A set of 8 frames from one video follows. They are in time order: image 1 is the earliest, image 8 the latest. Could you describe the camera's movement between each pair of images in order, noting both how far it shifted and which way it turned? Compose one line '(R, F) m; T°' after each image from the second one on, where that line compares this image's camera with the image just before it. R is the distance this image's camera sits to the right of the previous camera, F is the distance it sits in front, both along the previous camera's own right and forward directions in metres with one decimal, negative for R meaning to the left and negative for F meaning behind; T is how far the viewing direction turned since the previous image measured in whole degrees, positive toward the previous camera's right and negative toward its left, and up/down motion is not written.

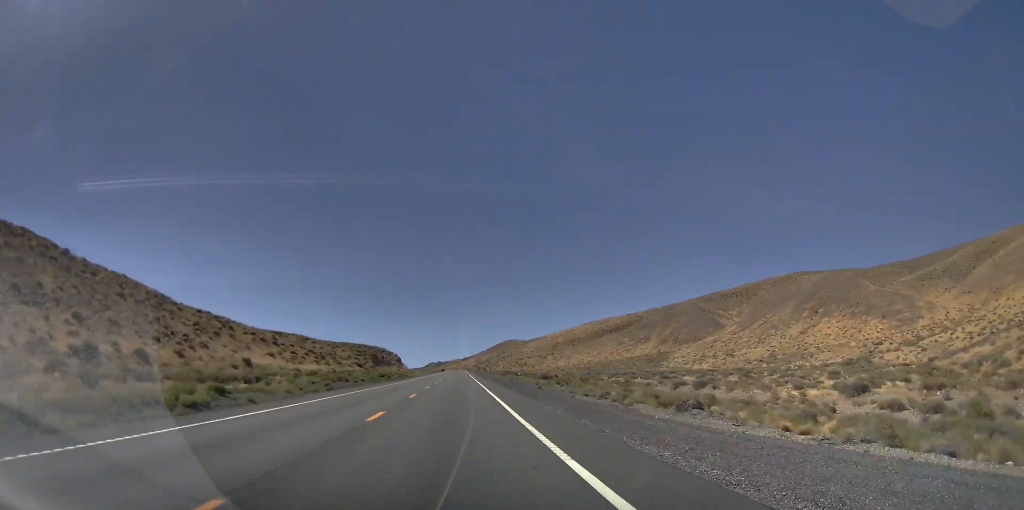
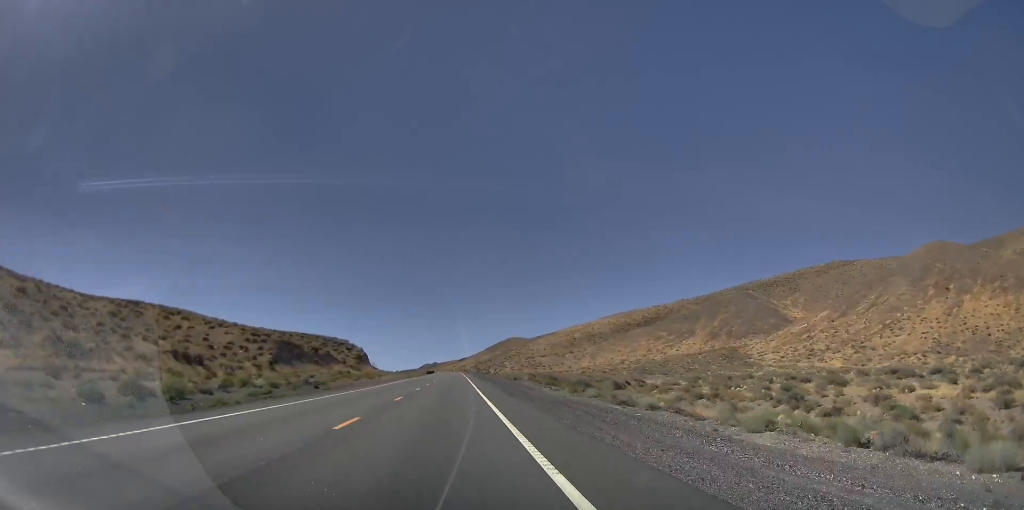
(-1.8, +75.8) m; -3°
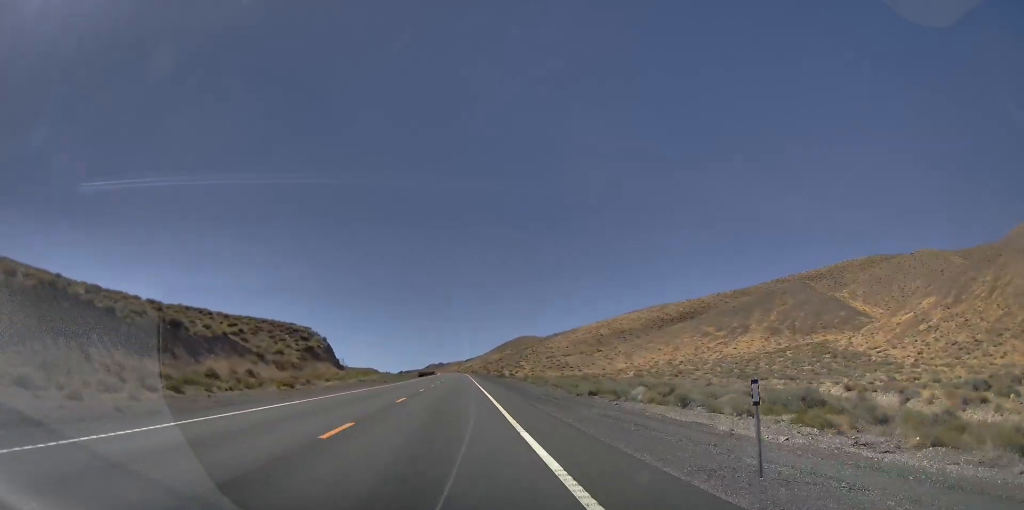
(+0.4, +51.1) m; +1°
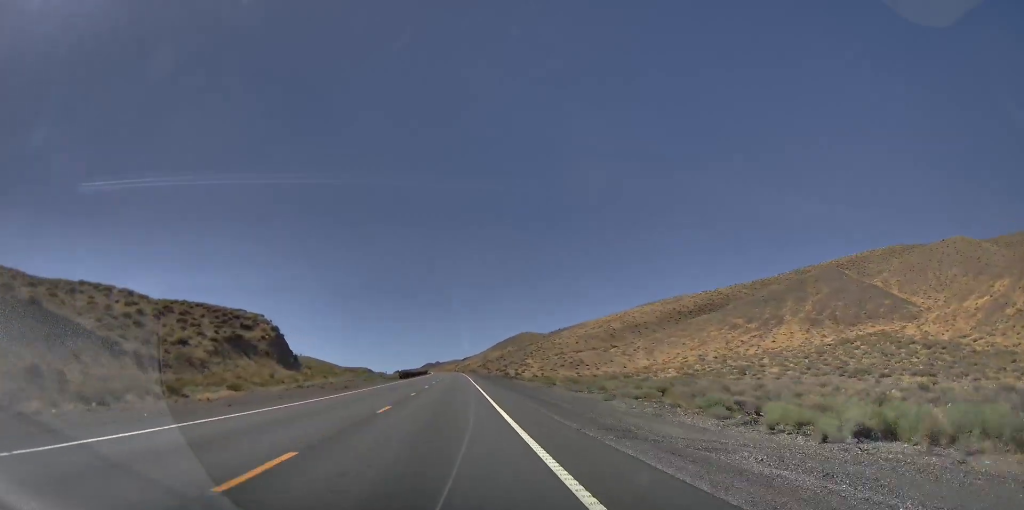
(+0.5, +29.5) m; 0°
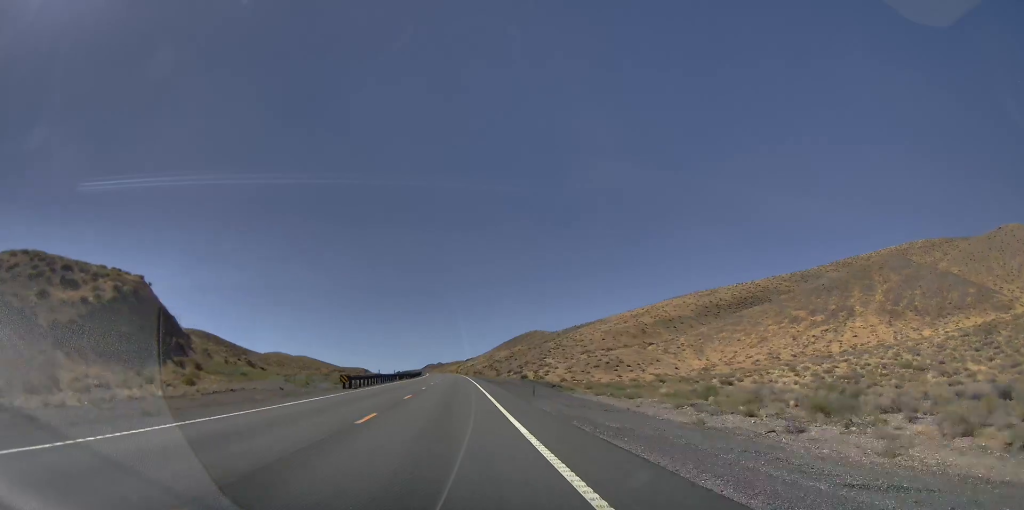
(-0.7, +40.8) m; 0°
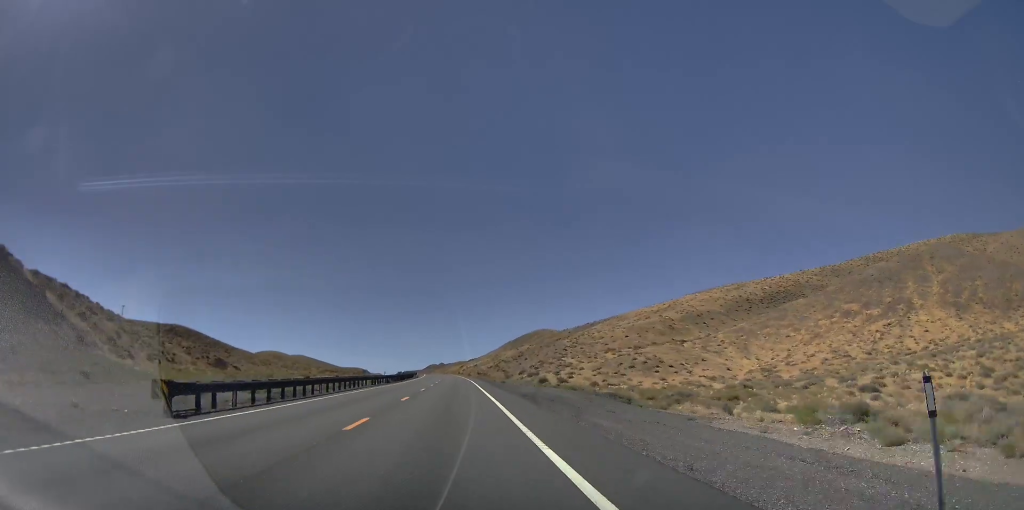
(+0.4, +26.1) m; +2°
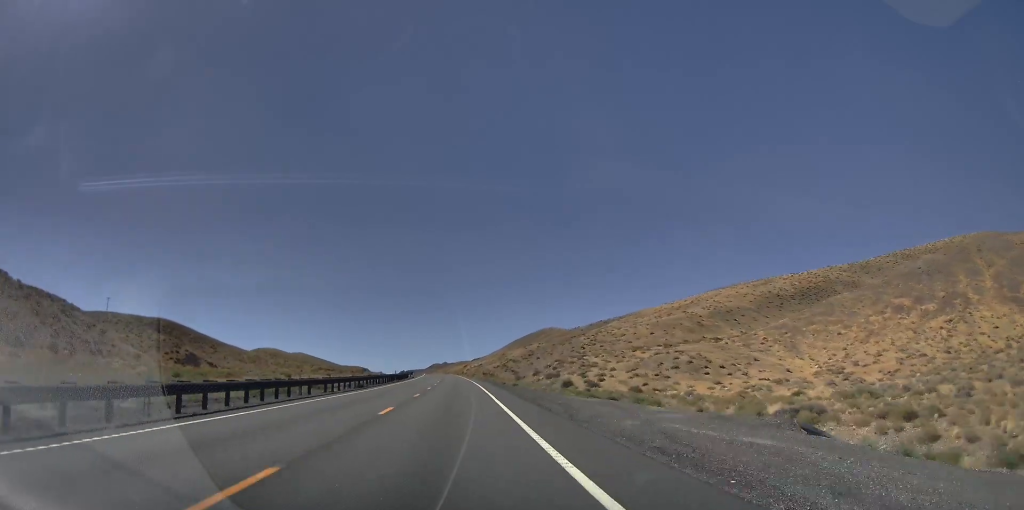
(+0.3, +20.5) m; +1°
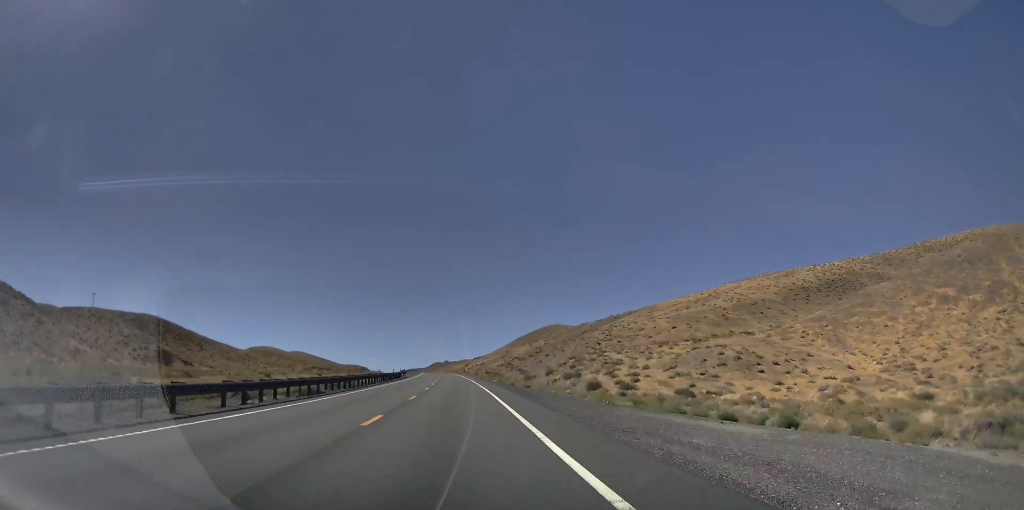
(+0.1, +16.0) m; 0°
